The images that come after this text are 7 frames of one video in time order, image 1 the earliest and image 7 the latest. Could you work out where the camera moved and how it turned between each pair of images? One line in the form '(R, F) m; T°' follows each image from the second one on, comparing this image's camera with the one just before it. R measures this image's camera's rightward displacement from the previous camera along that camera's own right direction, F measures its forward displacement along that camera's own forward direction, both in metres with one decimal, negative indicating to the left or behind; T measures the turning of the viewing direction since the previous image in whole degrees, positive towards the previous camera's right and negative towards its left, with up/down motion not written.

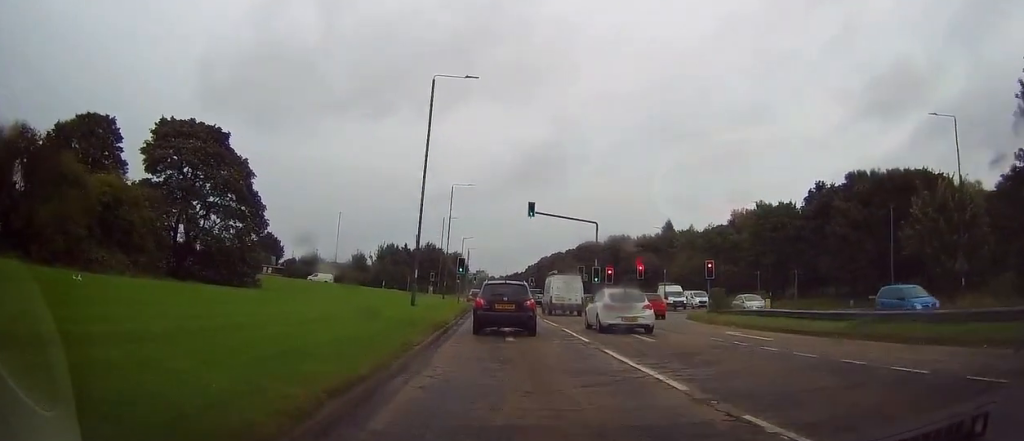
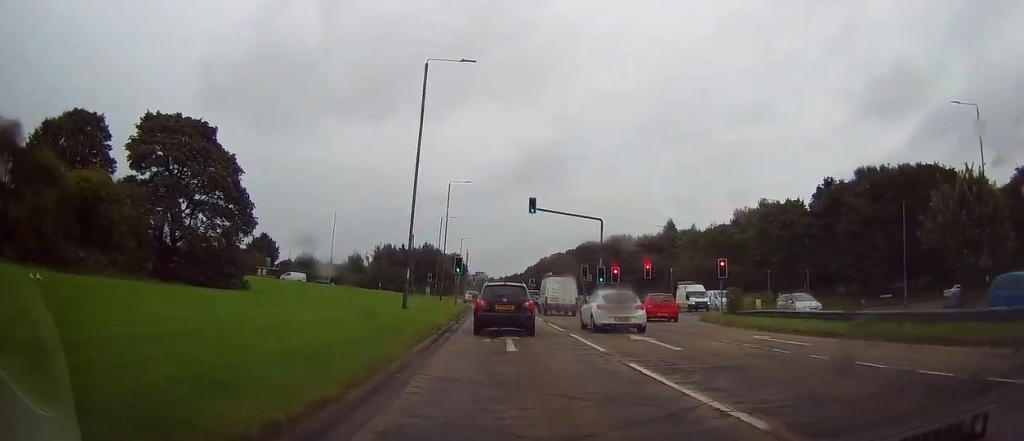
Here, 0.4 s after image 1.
(+0.2, +2.7) m; +1°
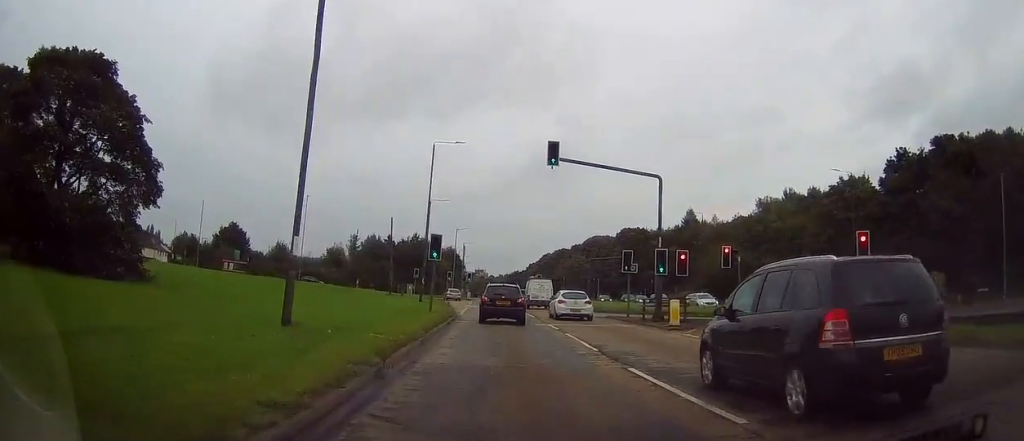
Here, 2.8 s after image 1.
(-0.6, +17.2) m; +1°
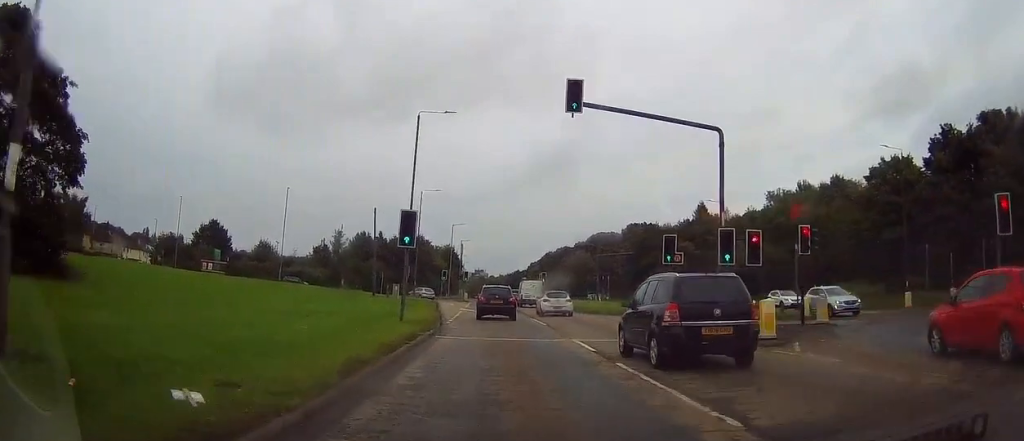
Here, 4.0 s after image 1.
(+0.6, +8.9) m; +1°
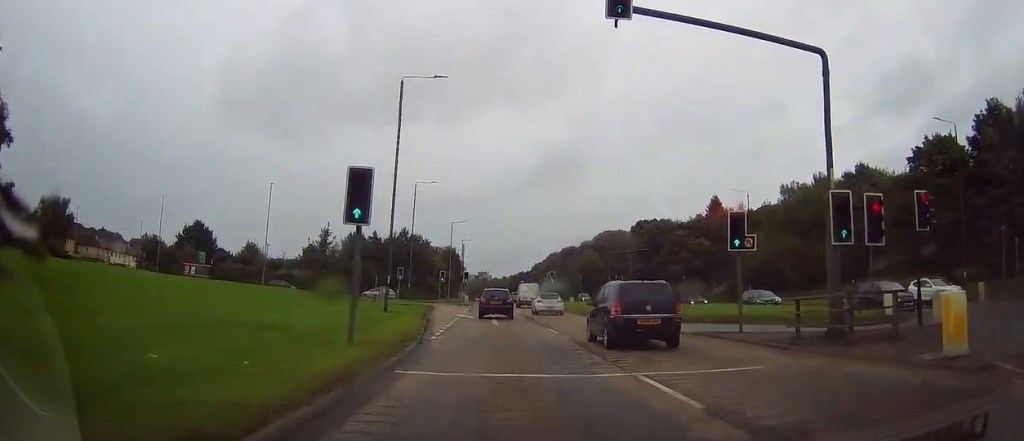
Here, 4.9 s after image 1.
(-0.5, +7.6) m; -3°
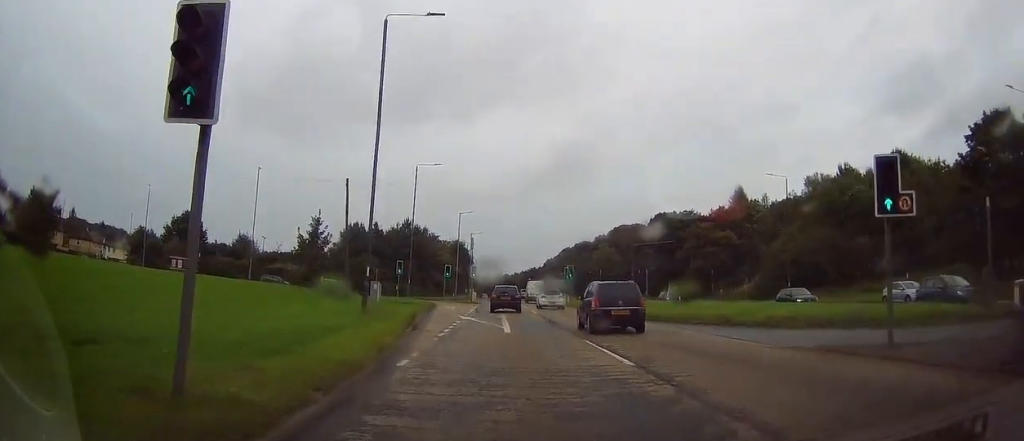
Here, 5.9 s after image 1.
(+0.1, +7.8) m; 0°
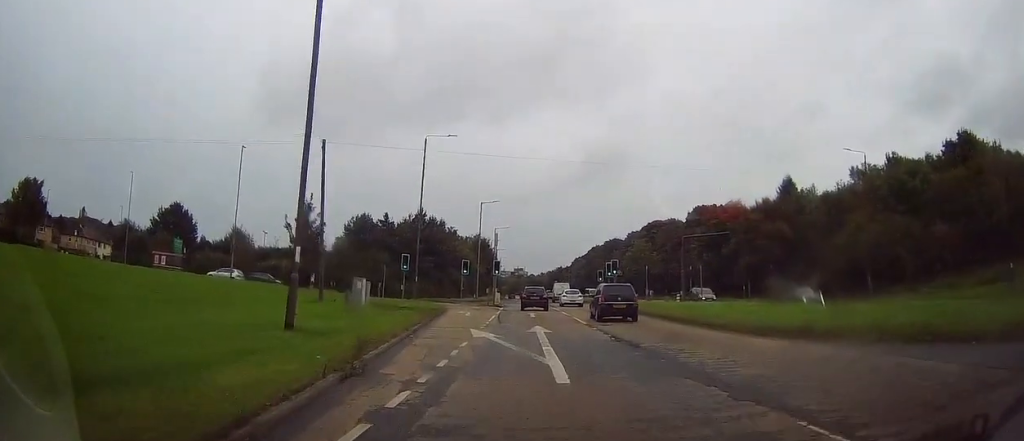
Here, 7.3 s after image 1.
(-0.4, +11.6) m; -3°
